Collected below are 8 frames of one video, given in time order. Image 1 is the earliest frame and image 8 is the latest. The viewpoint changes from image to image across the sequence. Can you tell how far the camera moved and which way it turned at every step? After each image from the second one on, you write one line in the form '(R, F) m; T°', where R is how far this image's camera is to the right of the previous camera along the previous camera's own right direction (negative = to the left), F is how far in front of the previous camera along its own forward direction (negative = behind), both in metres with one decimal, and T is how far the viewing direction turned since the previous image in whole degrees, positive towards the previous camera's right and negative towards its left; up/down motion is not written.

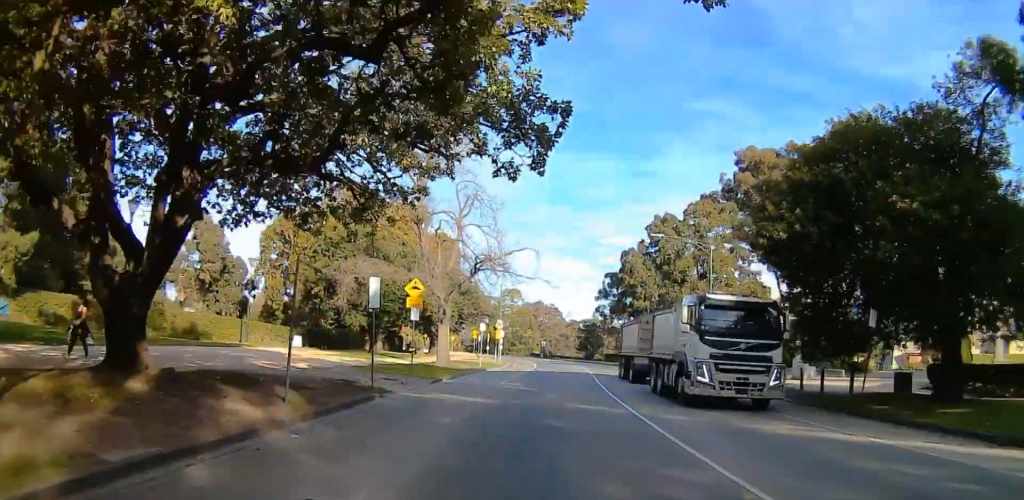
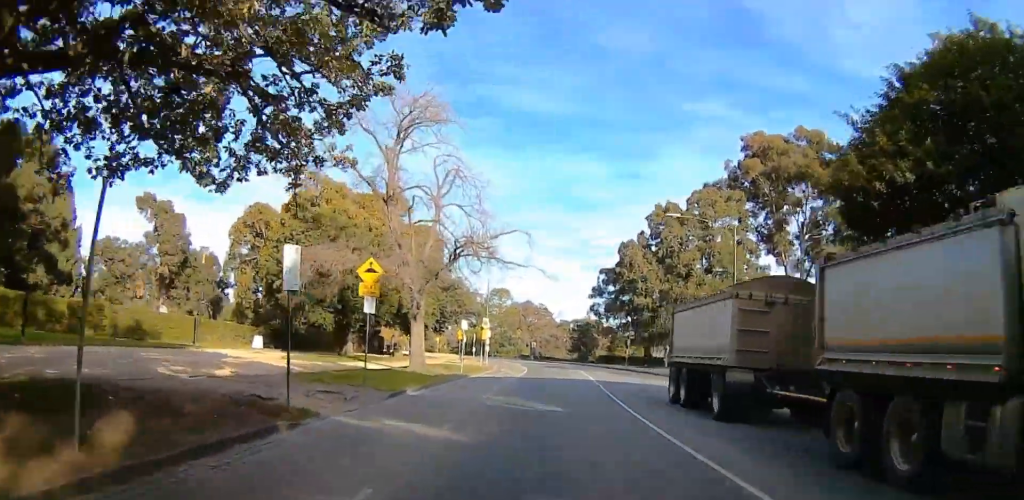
(-0.6, +6.5) m; -2°
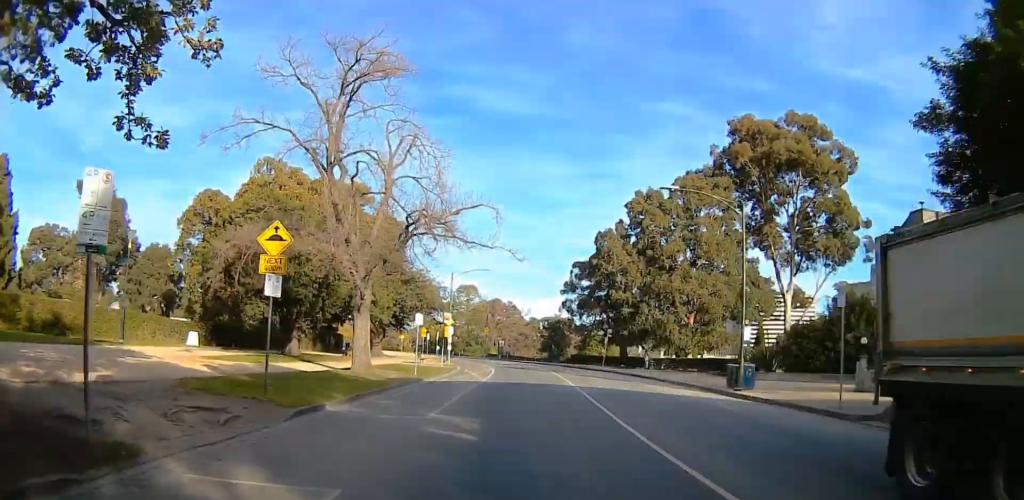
(0.0, +5.7) m; +9°
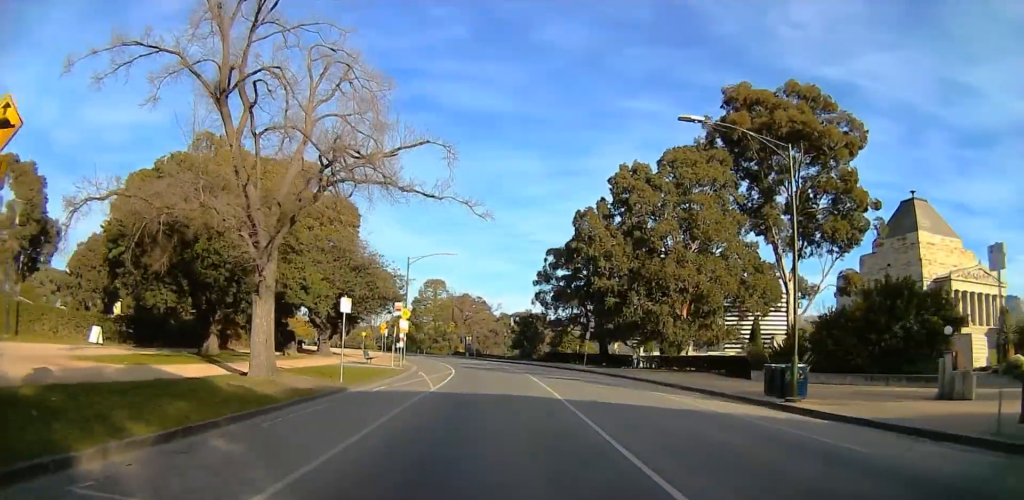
(+1.3, +7.9) m; +5°
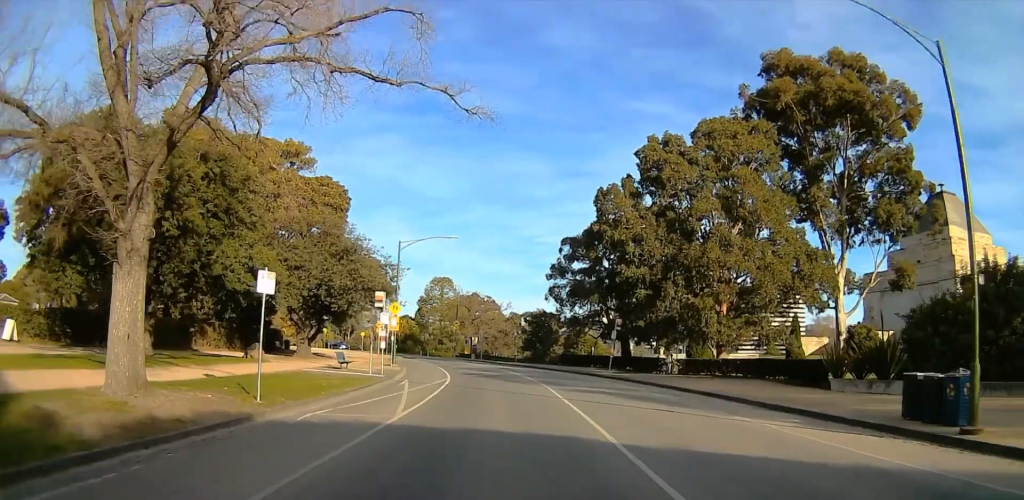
(-0.7, +8.3) m; 0°
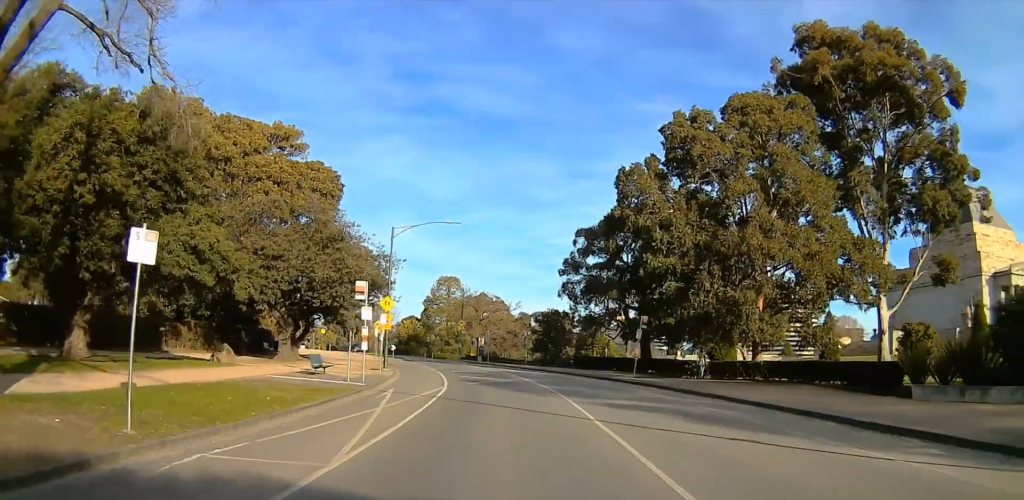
(+0.5, +5.3) m; 0°
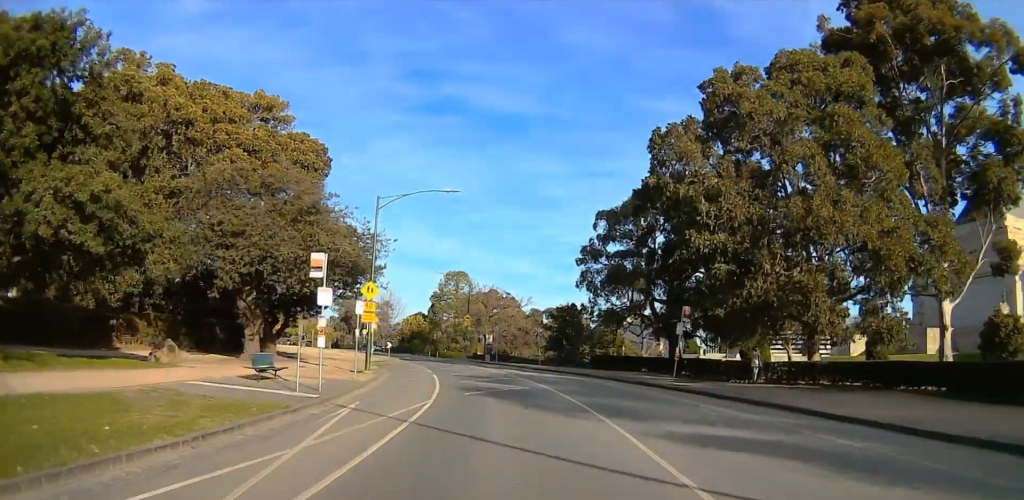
(-0.2, +6.8) m; -3°
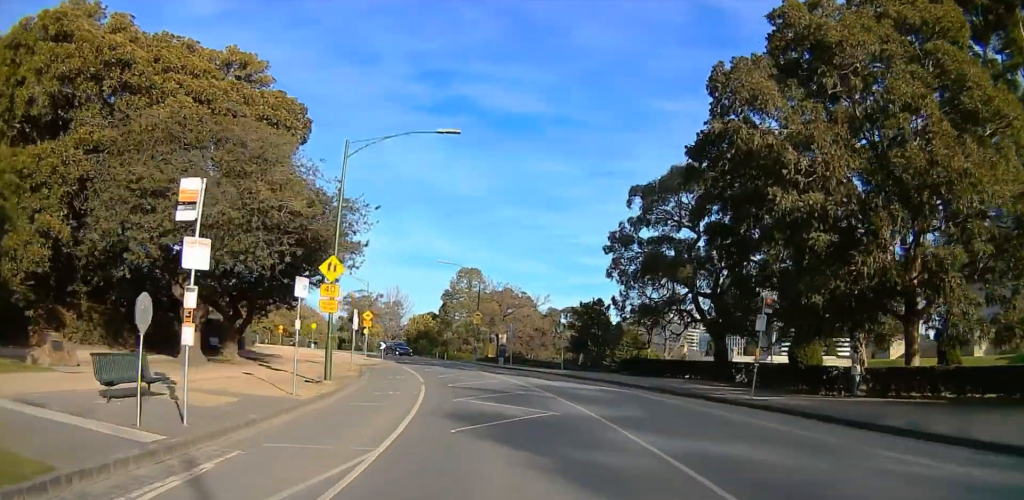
(-0.4, +8.1) m; -3°
